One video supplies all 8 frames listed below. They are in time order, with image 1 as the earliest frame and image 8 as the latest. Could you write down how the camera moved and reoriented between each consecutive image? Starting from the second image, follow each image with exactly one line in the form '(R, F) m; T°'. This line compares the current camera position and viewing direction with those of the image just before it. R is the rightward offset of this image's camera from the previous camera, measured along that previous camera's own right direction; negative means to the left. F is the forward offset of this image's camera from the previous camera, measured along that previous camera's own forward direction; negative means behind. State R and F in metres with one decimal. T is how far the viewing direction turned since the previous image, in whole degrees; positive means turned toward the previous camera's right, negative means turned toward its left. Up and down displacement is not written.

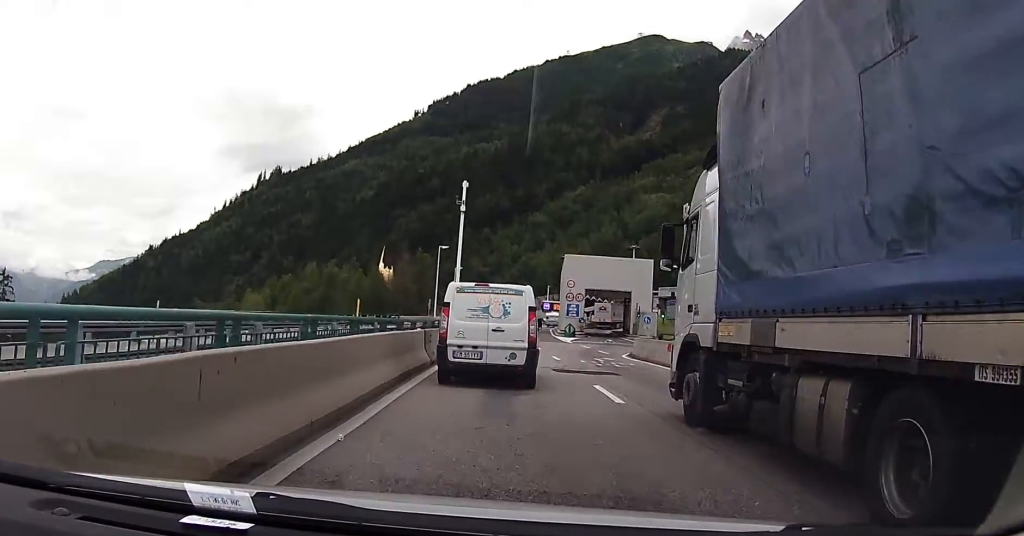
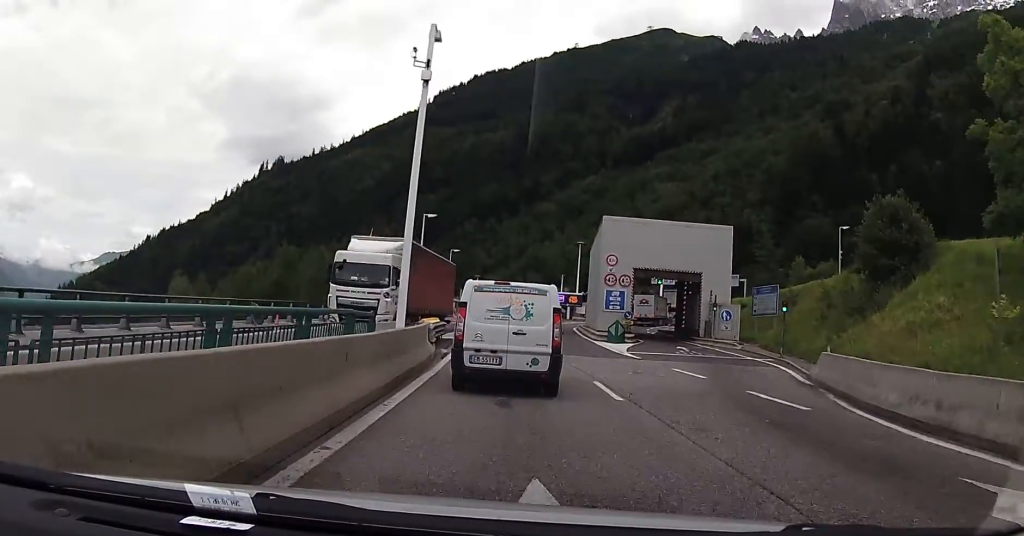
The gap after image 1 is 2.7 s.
(-0.4, +23.4) m; 0°
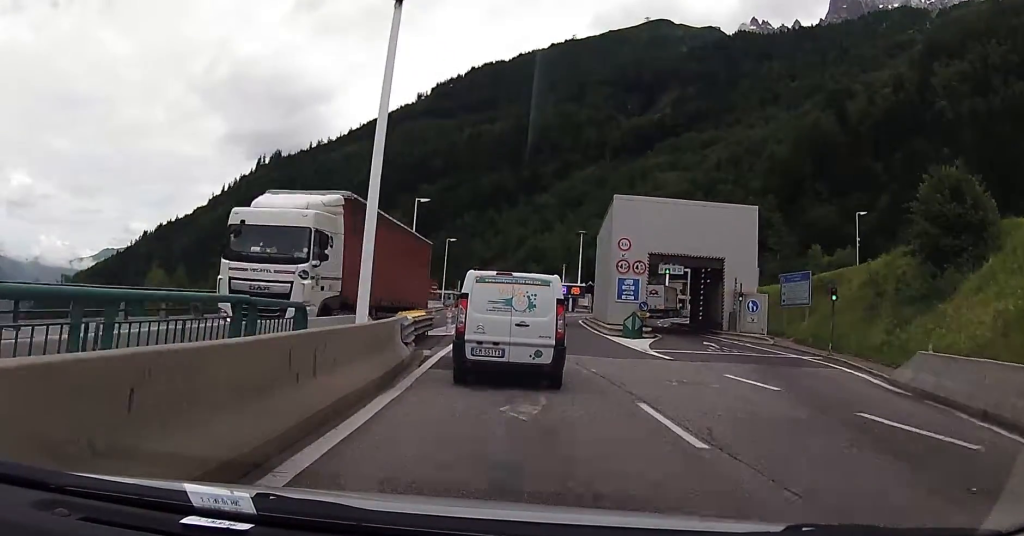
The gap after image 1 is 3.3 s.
(+0.2, +5.2) m; 0°
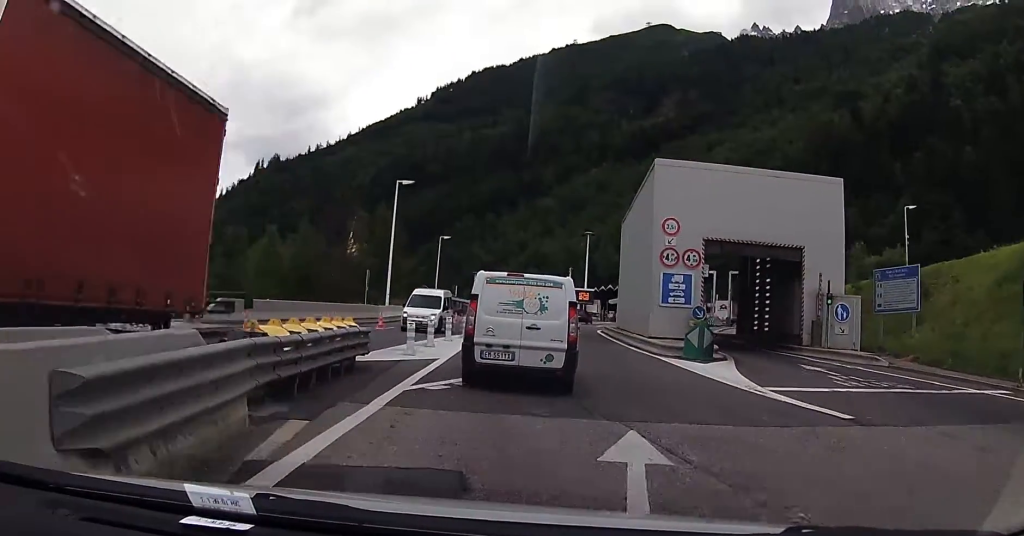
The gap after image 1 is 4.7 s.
(-0.1, +12.2) m; -3°
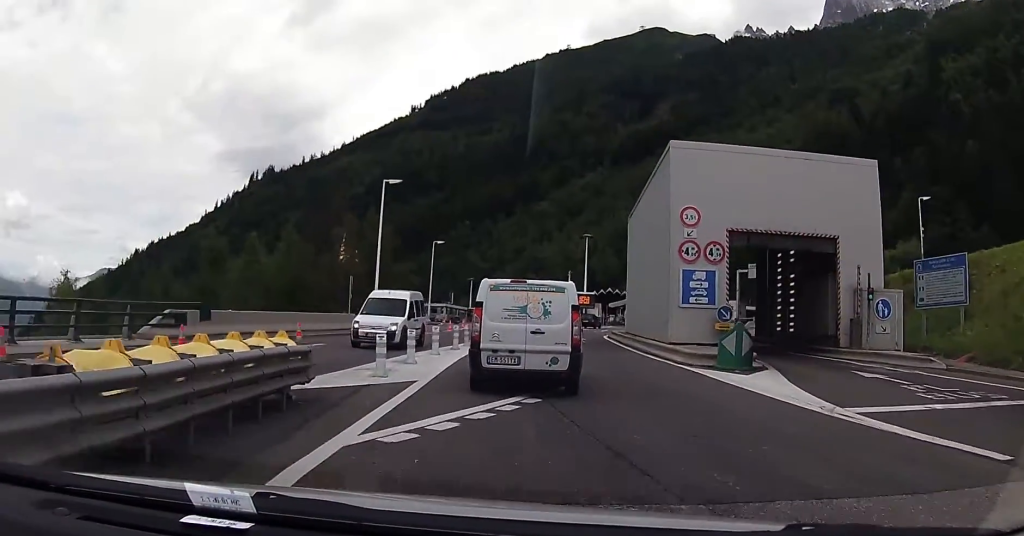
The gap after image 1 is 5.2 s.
(-0.1, +4.2) m; -1°
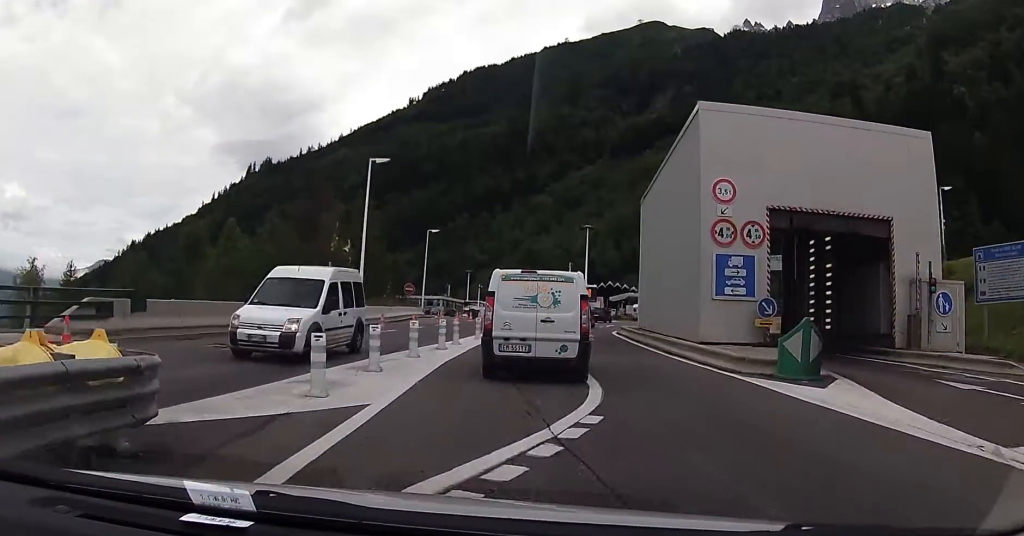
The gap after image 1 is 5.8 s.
(0.0, +4.8) m; -1°
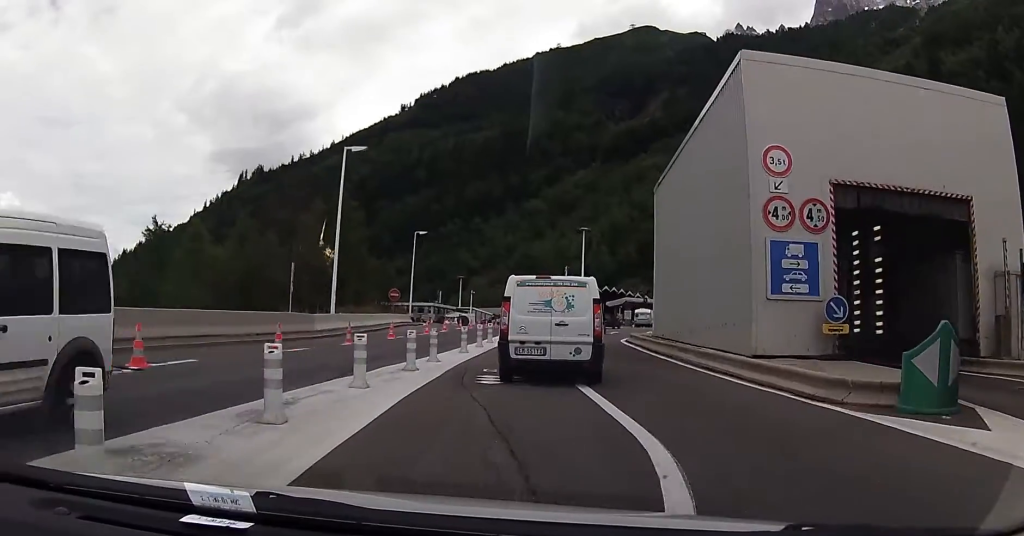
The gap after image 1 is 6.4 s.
(0.0, +5.1) m; +2°
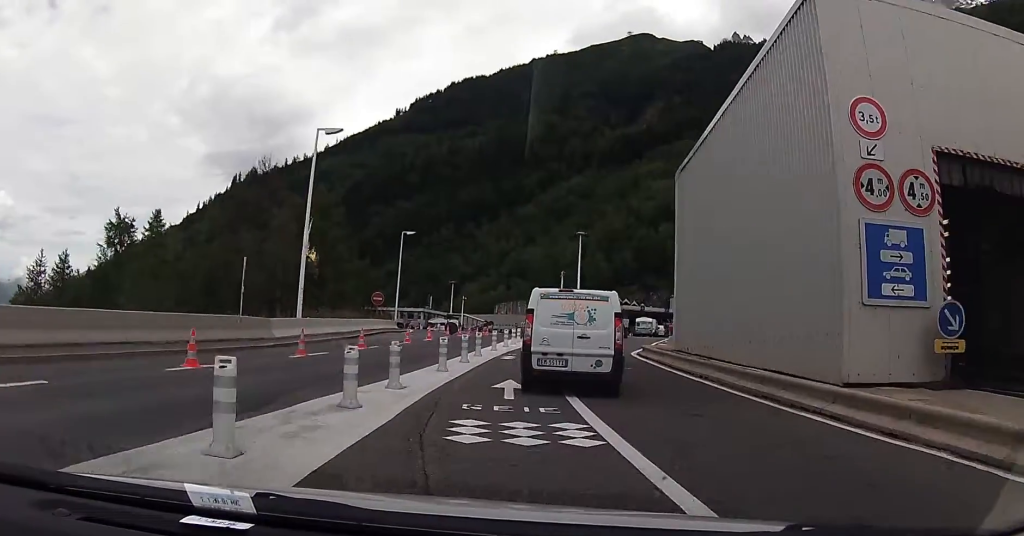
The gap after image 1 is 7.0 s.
(0.0, +4.8) m; +1°
